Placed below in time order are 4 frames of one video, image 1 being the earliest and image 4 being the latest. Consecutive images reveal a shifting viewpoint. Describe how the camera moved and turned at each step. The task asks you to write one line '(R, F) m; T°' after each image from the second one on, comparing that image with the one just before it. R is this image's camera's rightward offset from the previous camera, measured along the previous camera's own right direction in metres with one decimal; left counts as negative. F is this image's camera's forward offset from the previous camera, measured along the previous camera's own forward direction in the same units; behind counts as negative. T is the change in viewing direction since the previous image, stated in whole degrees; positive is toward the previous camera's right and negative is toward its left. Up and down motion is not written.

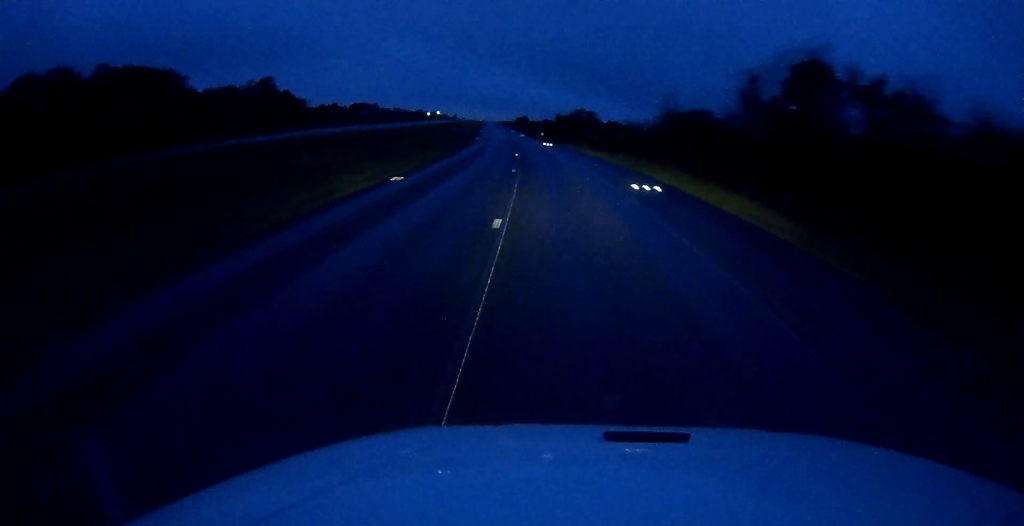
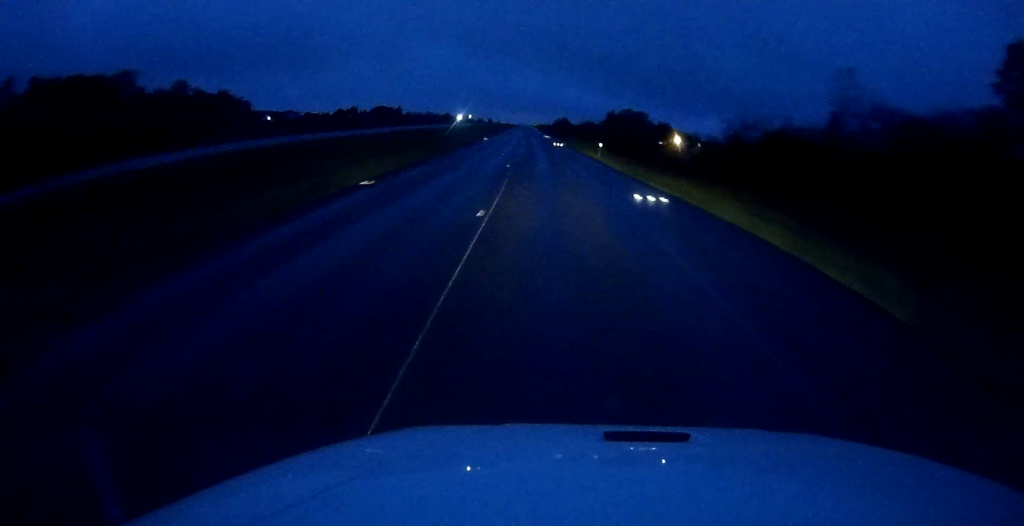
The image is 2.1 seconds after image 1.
(-3.0, +64.0) m; -5°
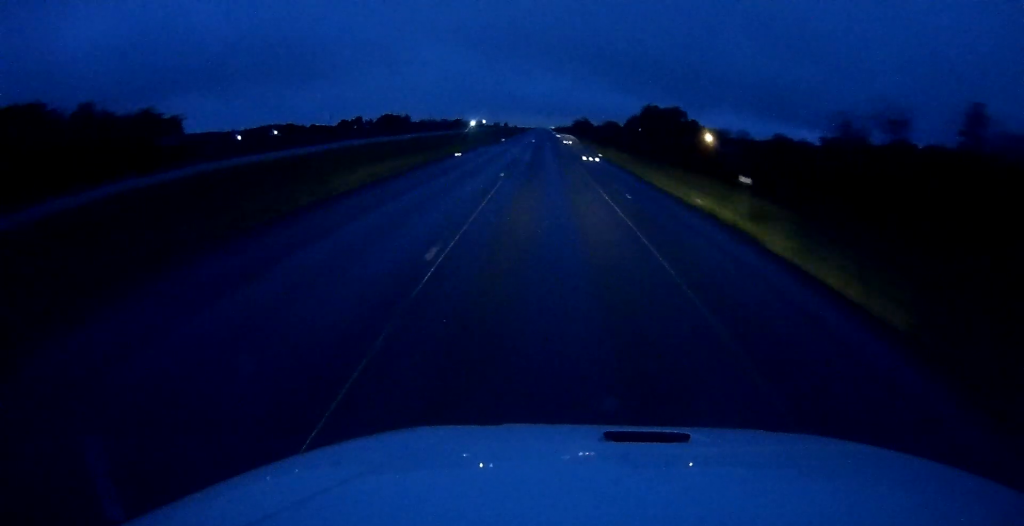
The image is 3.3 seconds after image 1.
(-0.8, +37.2) m; -2°
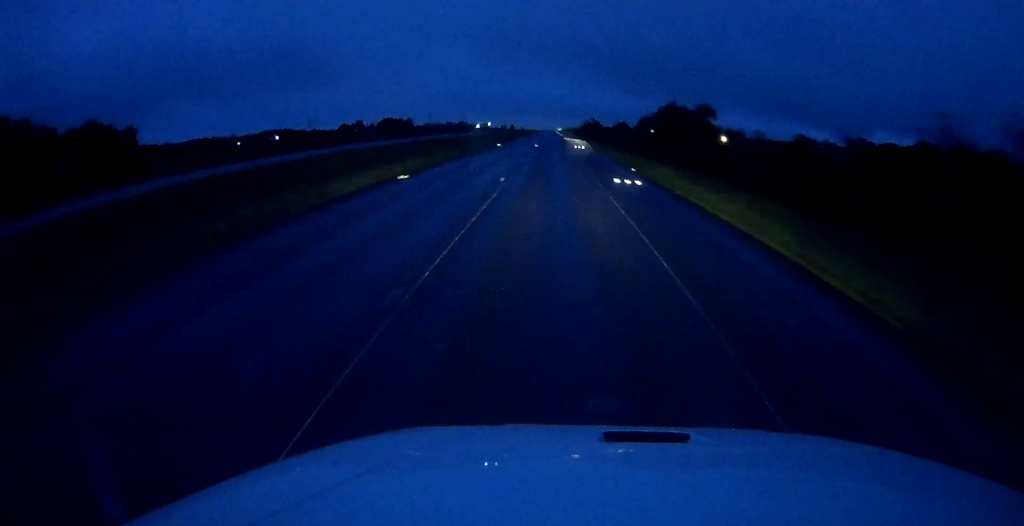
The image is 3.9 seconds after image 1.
(-0.1, +18.6) m; -1°
